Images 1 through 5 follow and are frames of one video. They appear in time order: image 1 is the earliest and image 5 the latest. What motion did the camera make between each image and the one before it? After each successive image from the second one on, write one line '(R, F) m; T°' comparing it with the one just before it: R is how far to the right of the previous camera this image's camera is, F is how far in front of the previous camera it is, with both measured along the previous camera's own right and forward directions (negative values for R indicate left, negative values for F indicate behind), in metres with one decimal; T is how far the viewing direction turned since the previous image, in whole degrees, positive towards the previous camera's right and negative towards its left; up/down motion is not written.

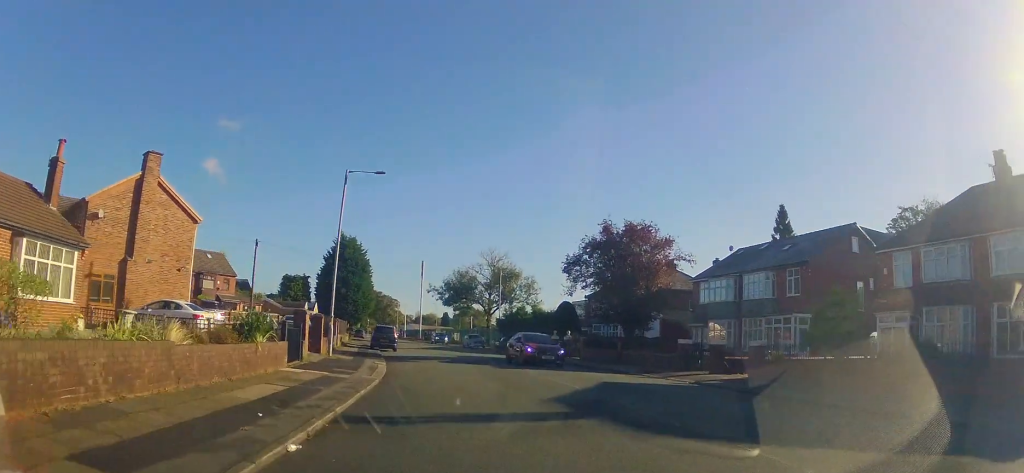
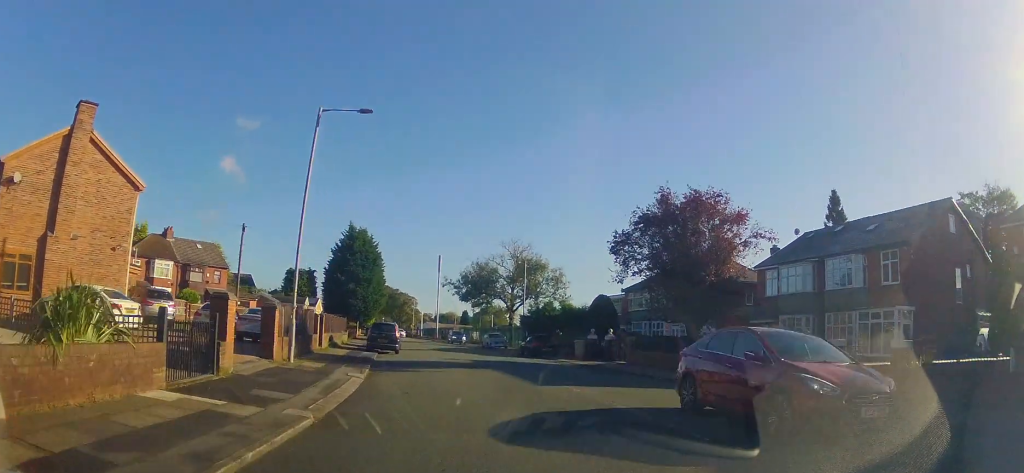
(0.0, +7.5) m; -3°
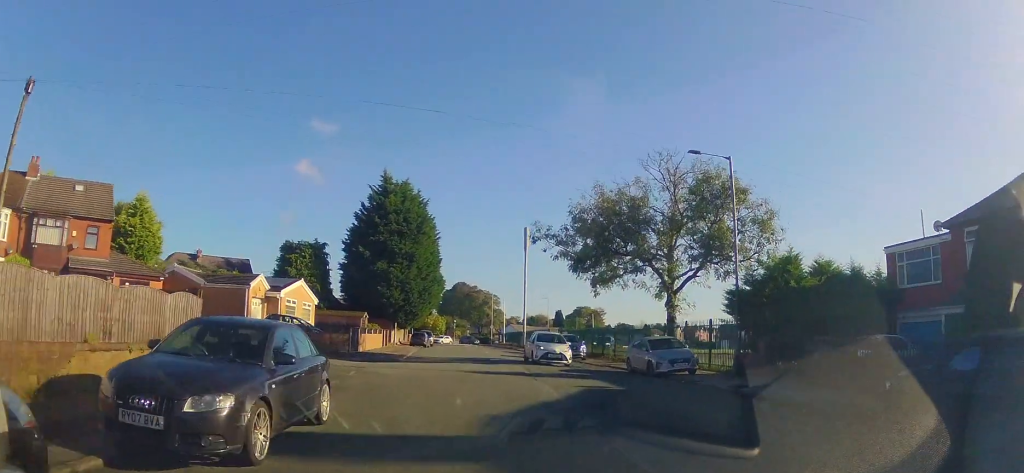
(-1.7, +32.3) m; -7°
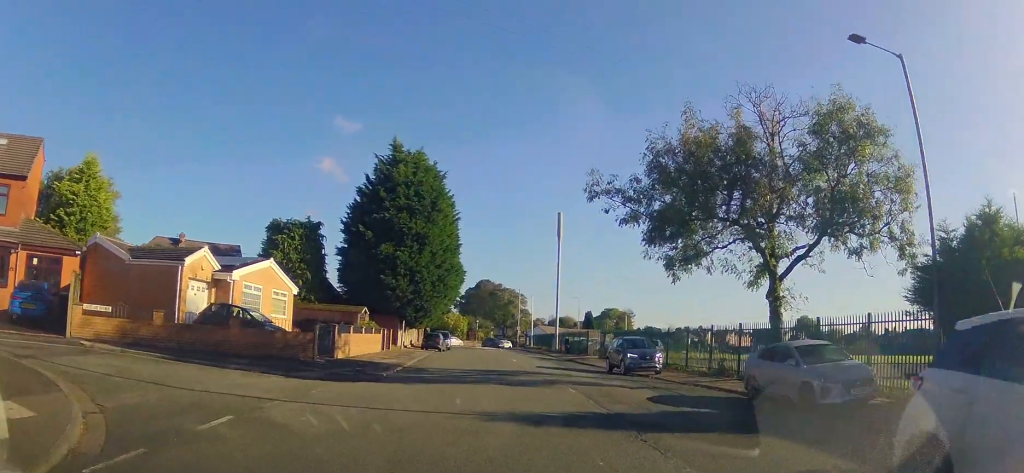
(-0.1, +9.6) m; 0°
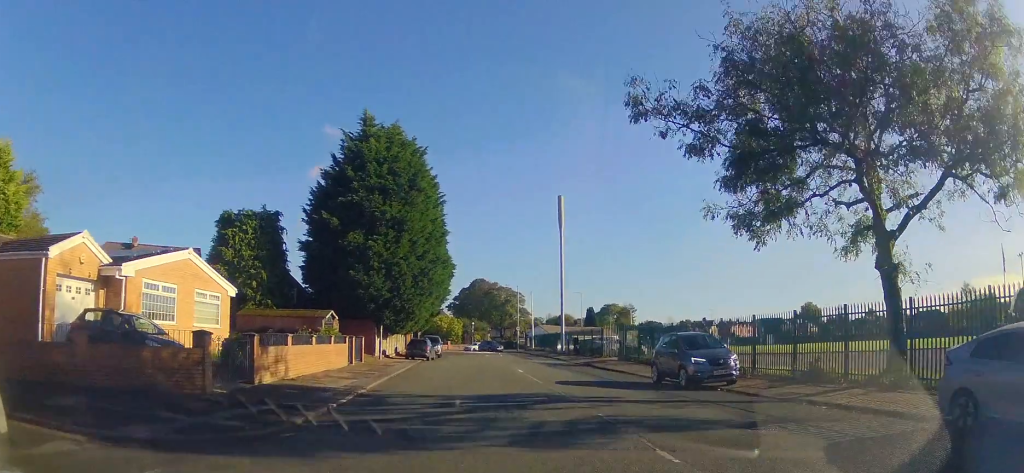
(+0.1, +7.8) m; 0°
